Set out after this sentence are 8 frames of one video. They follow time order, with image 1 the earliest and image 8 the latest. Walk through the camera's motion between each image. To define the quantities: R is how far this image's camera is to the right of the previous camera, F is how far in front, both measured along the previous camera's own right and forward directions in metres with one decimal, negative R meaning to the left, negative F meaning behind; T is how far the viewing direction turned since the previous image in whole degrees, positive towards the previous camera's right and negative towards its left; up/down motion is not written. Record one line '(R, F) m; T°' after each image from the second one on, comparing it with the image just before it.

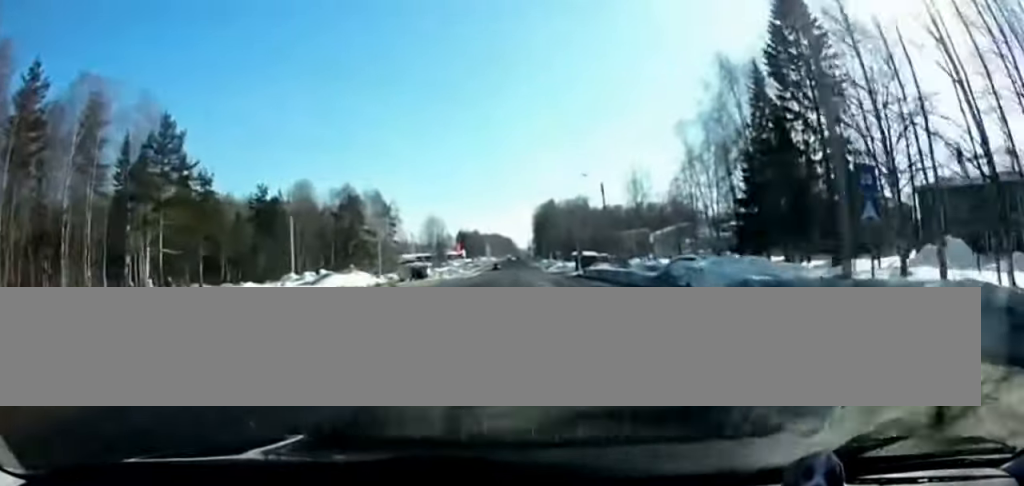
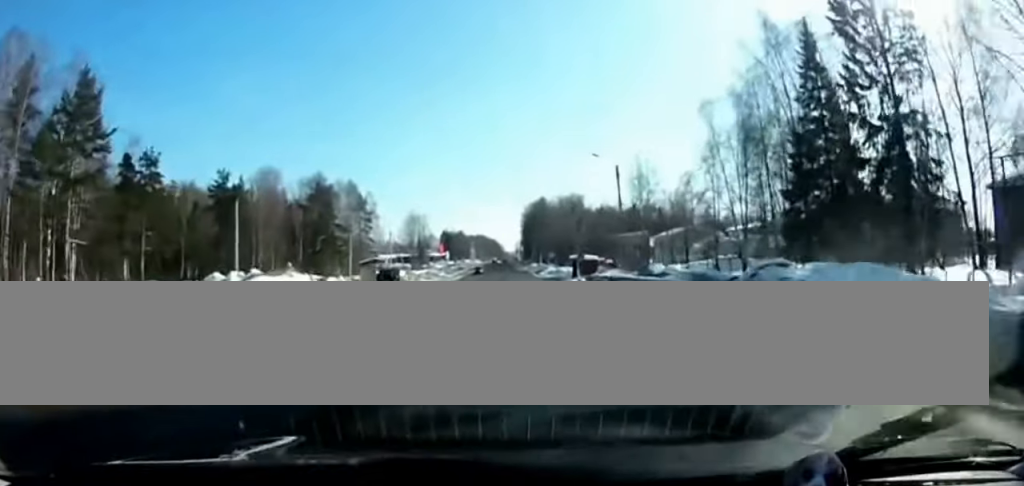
(0.0, +10.8) m; 0°
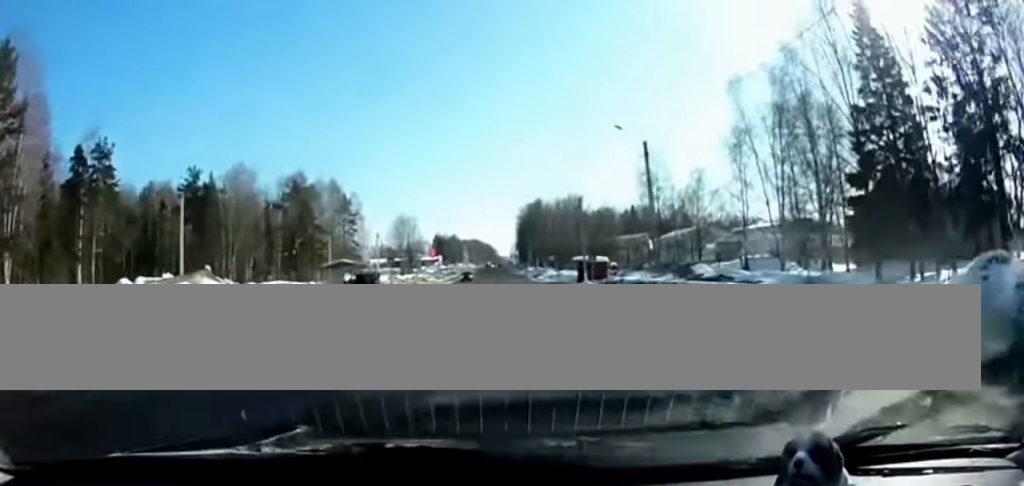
(0.0, +10.4) m; 0°
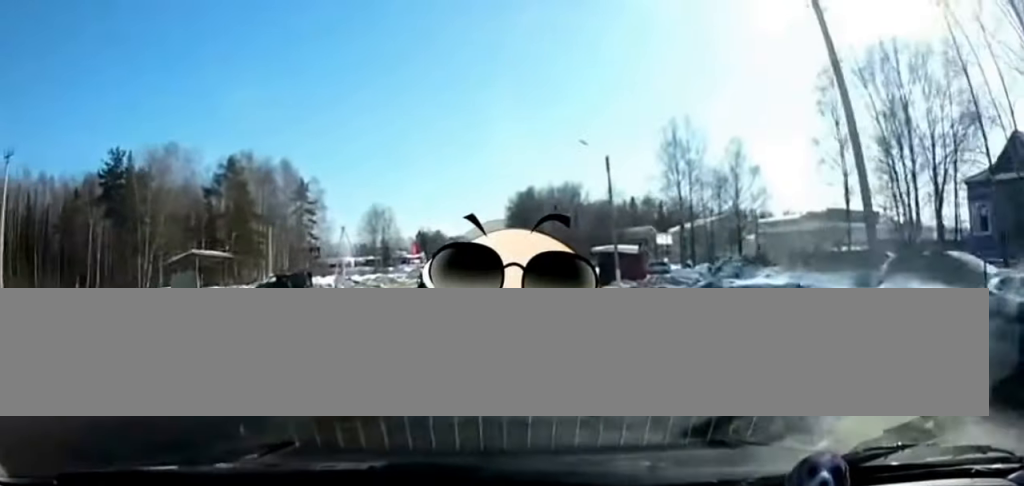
(+0.2, +19.6) m; +1°
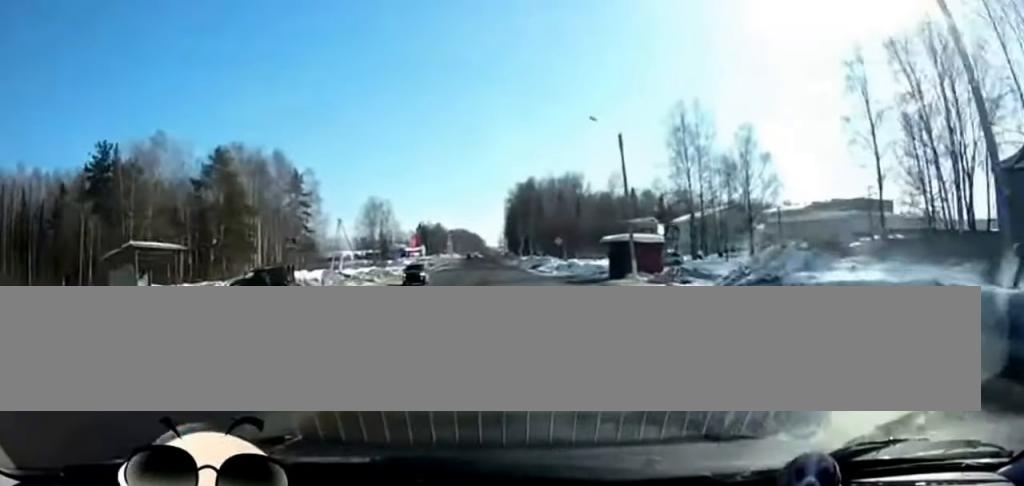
(0.0, +5.4) m; 0°
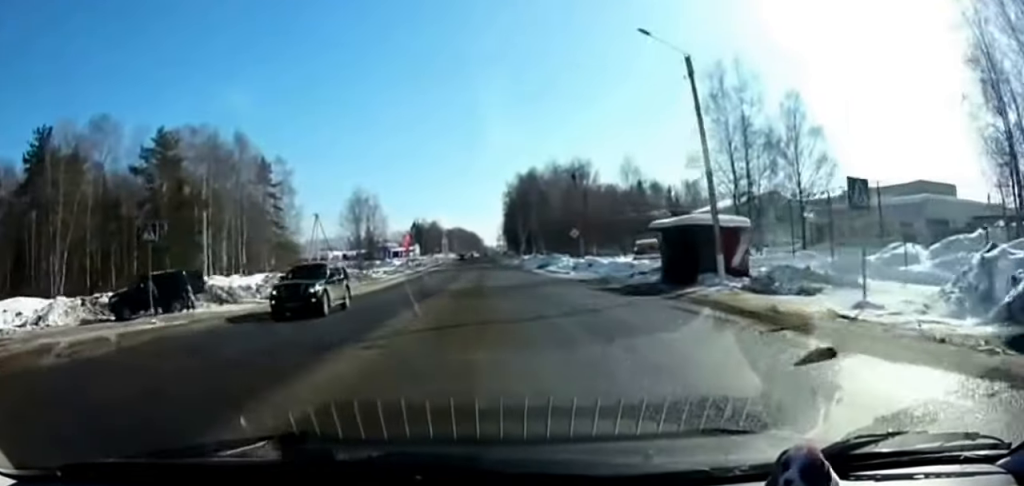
(0.0, +12.3) m; 0°
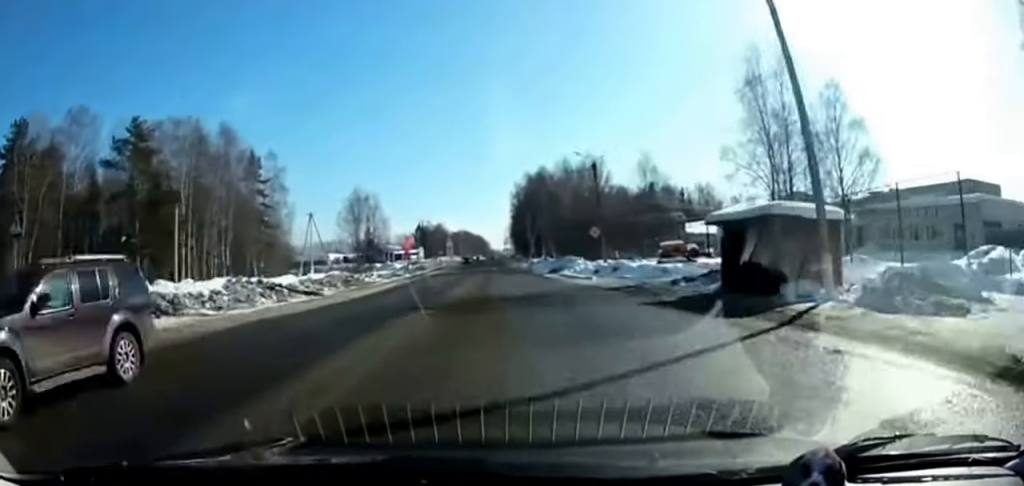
(0.0, +4.9) m; 0°
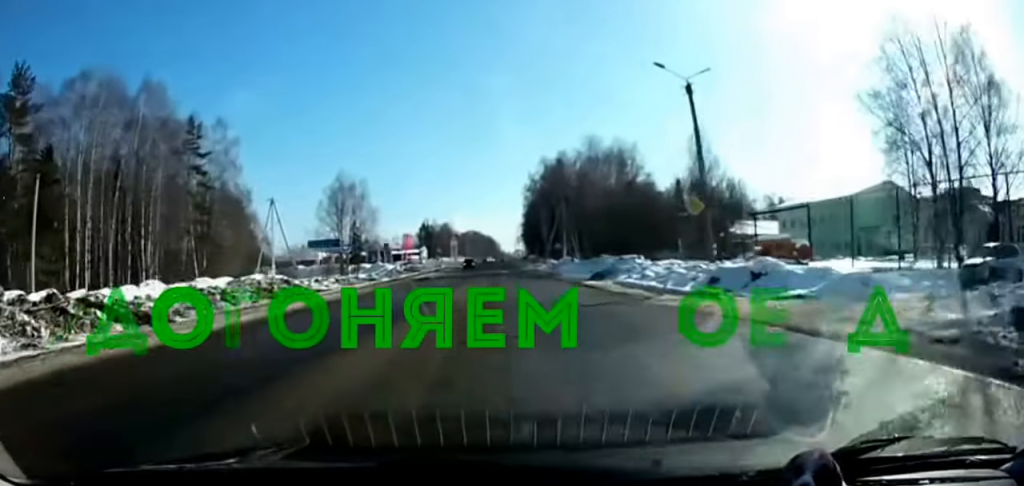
(-0.1, +18.6) m; 0°
